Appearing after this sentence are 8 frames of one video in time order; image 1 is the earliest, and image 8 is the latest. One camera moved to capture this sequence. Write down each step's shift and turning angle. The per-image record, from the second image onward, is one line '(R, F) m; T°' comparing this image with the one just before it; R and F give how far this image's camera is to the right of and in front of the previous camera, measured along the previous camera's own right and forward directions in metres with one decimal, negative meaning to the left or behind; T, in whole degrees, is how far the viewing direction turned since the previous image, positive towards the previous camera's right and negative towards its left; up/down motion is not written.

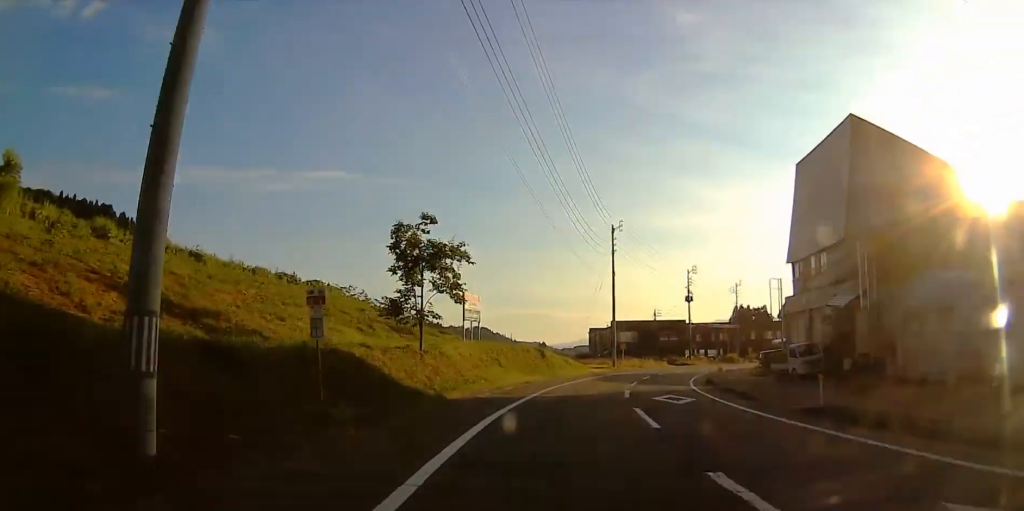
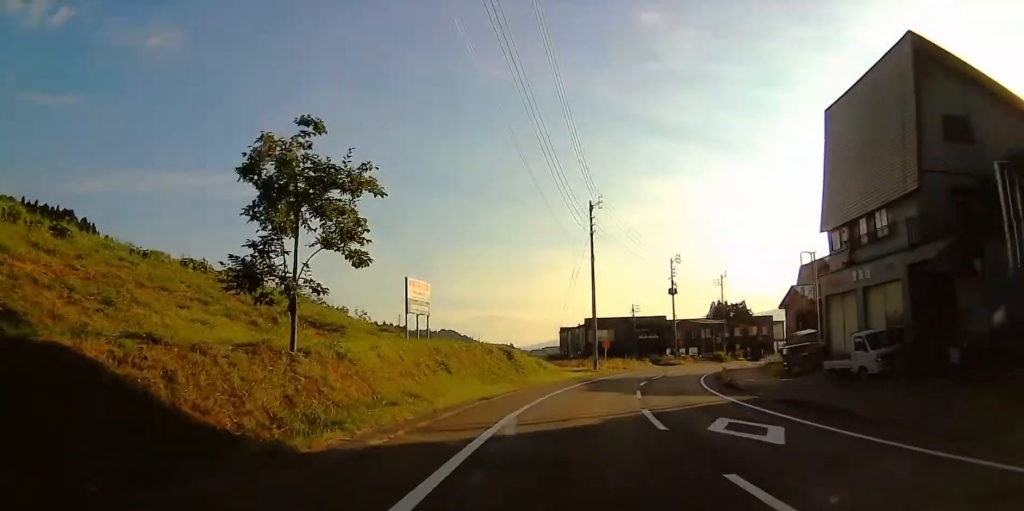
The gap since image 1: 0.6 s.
(-0.2, +9.6) m; -3°
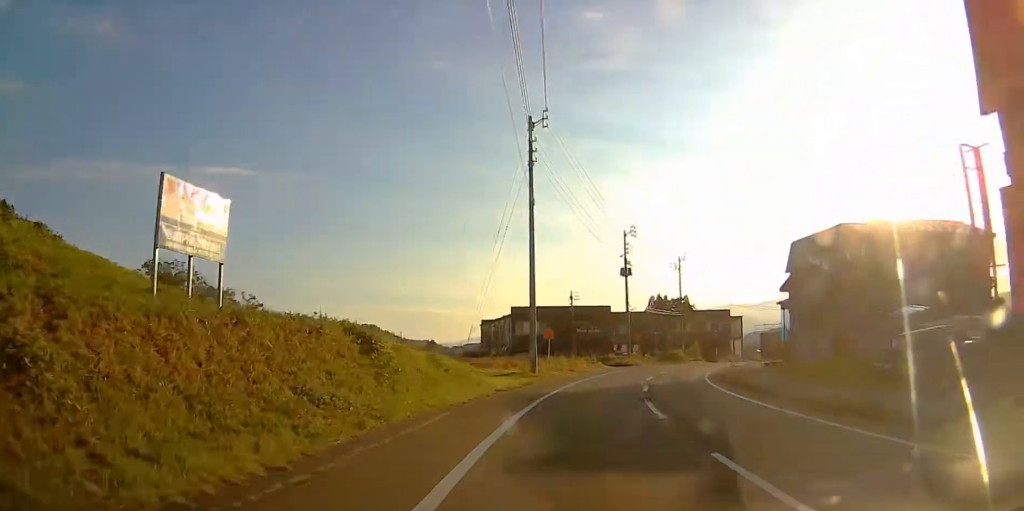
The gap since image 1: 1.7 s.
(-1.1, +17.6) m; -4°
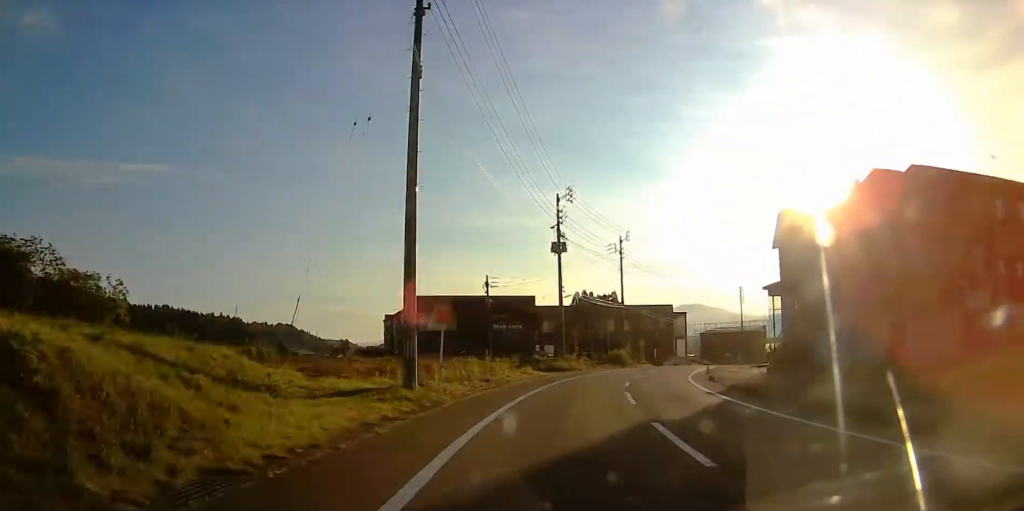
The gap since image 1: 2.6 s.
(0.0, +15.4) m; +5°
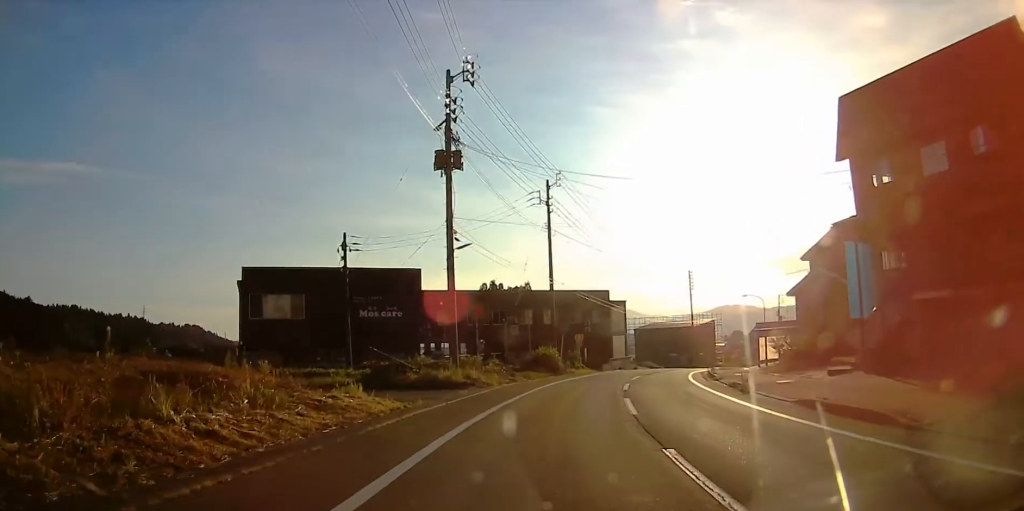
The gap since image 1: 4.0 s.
(+4.3, +23.0) m; +20°
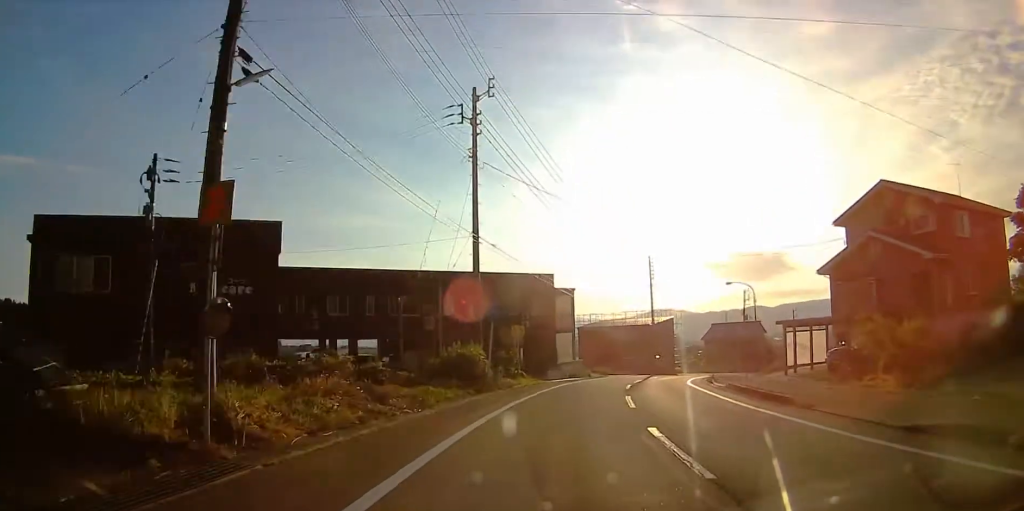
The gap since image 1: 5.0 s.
(+1.5, +19.4) m; +8°
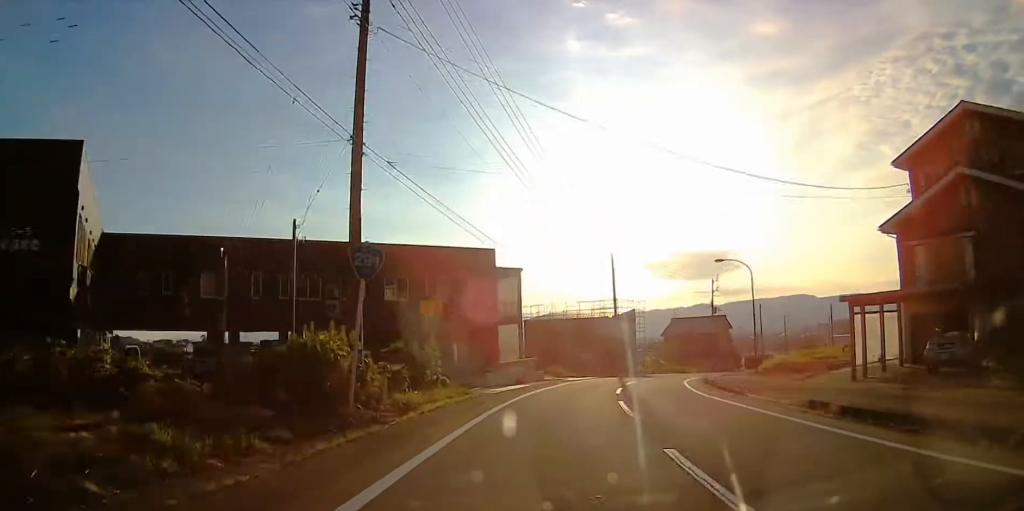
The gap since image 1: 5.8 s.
(+0.7, +15.1) m; +3°
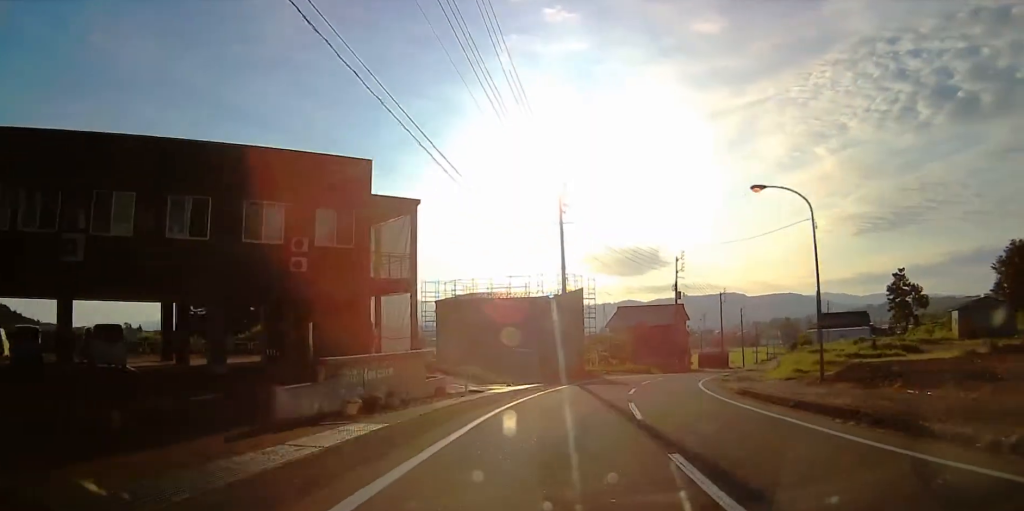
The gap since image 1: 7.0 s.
(+0.8, +22.4) m; +4°
